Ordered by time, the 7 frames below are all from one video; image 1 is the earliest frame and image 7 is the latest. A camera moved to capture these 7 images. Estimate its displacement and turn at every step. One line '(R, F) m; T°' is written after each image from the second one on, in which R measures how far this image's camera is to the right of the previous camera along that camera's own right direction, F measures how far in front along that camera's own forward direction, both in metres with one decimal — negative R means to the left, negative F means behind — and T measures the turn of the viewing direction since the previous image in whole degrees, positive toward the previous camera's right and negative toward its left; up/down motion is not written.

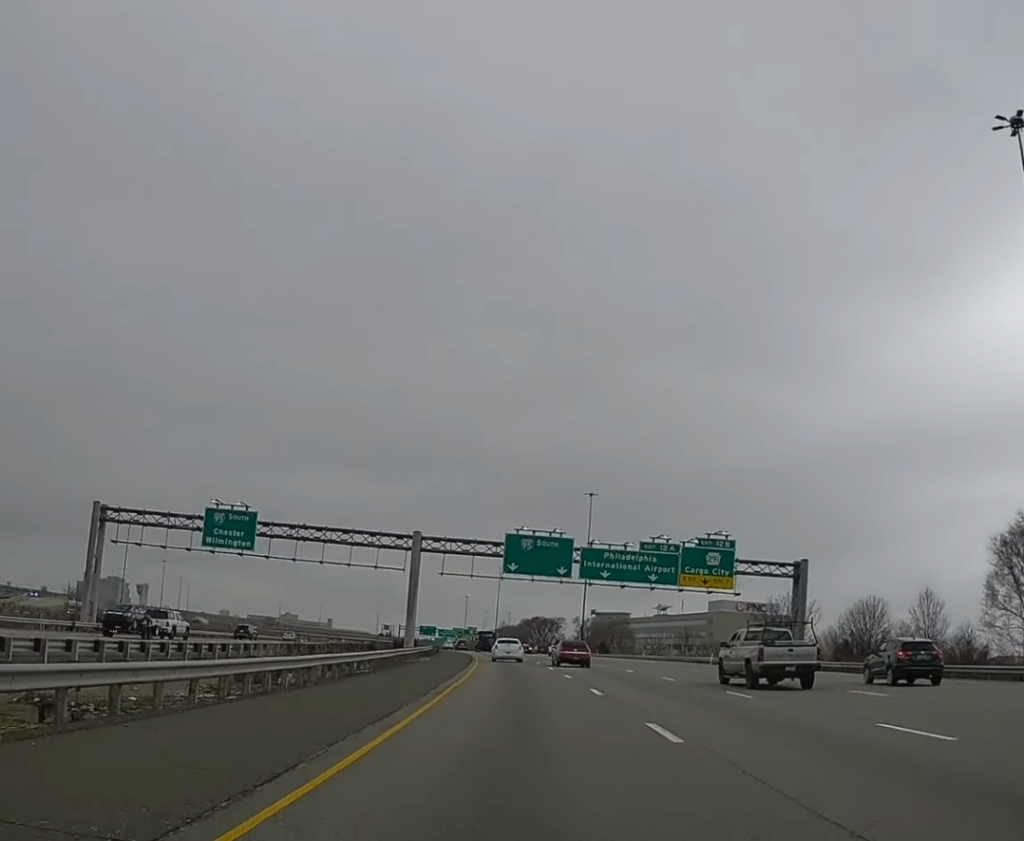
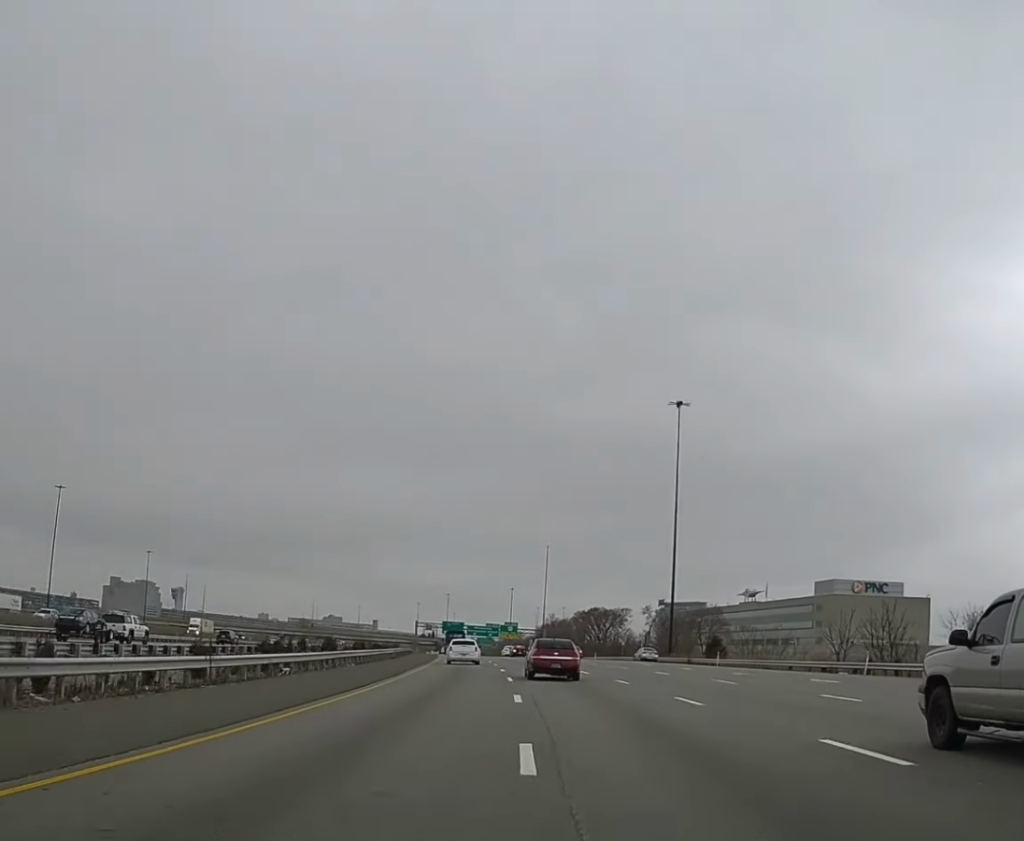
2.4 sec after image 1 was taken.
(-2.5, +76.4) m; -3°
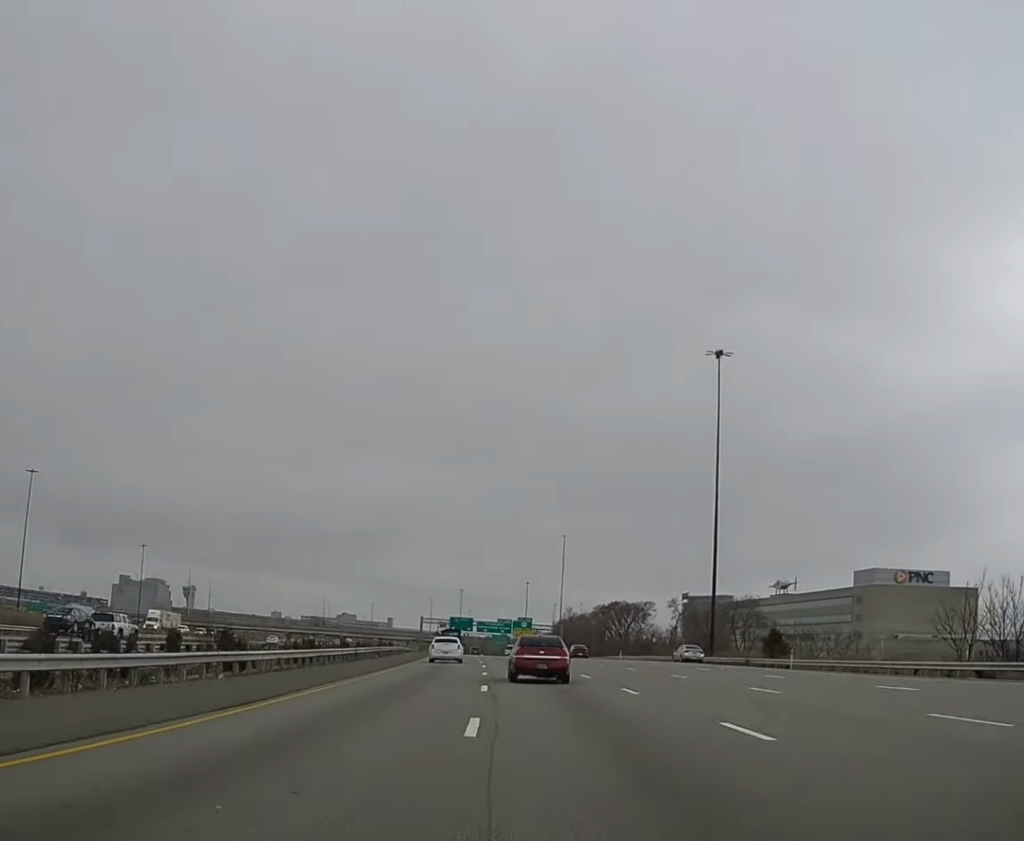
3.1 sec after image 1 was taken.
(-0.1, +20.9) m; -1°
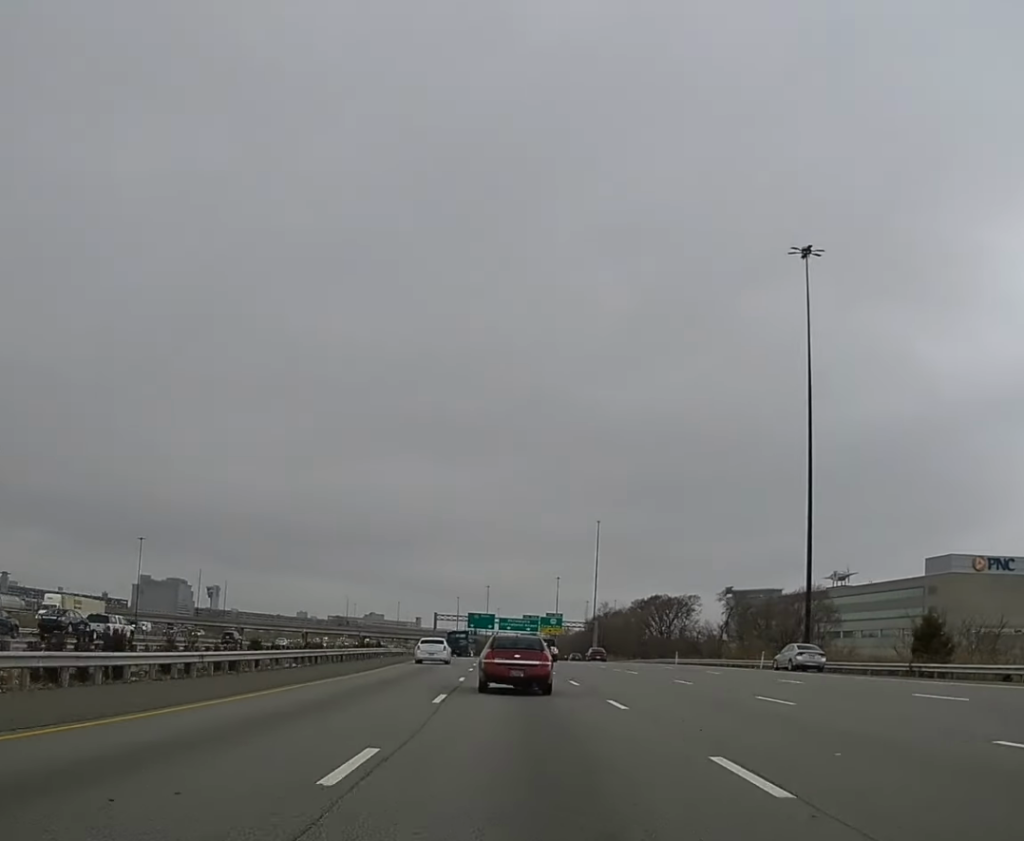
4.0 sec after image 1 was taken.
(-0.2, +29.2) m; -2°
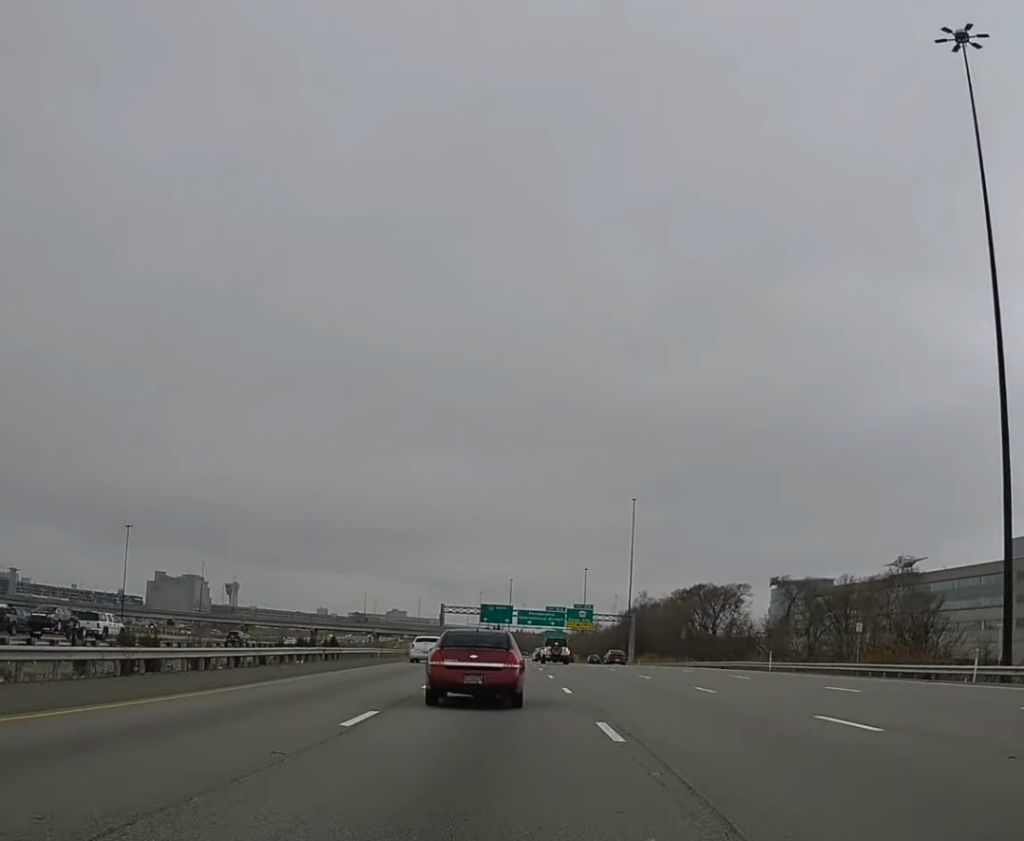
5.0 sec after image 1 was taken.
(-0.7, +31.3) m; -2°
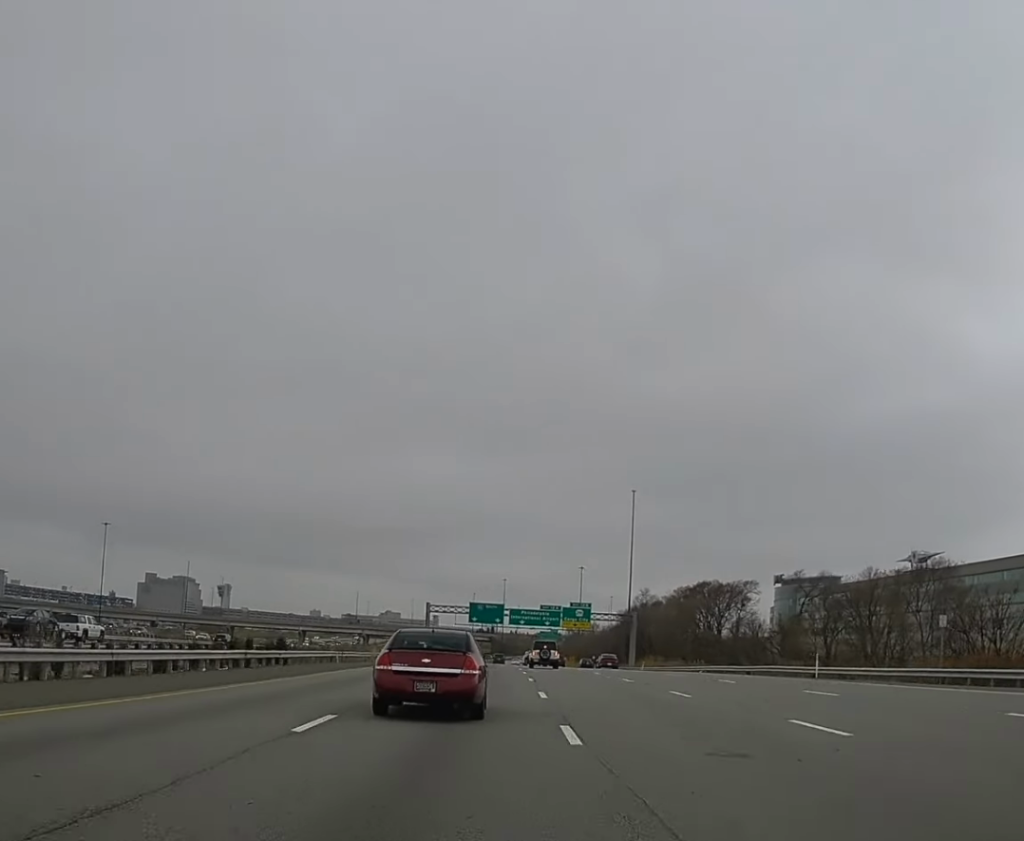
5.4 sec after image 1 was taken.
(-0.1, +12.6) m; 0°
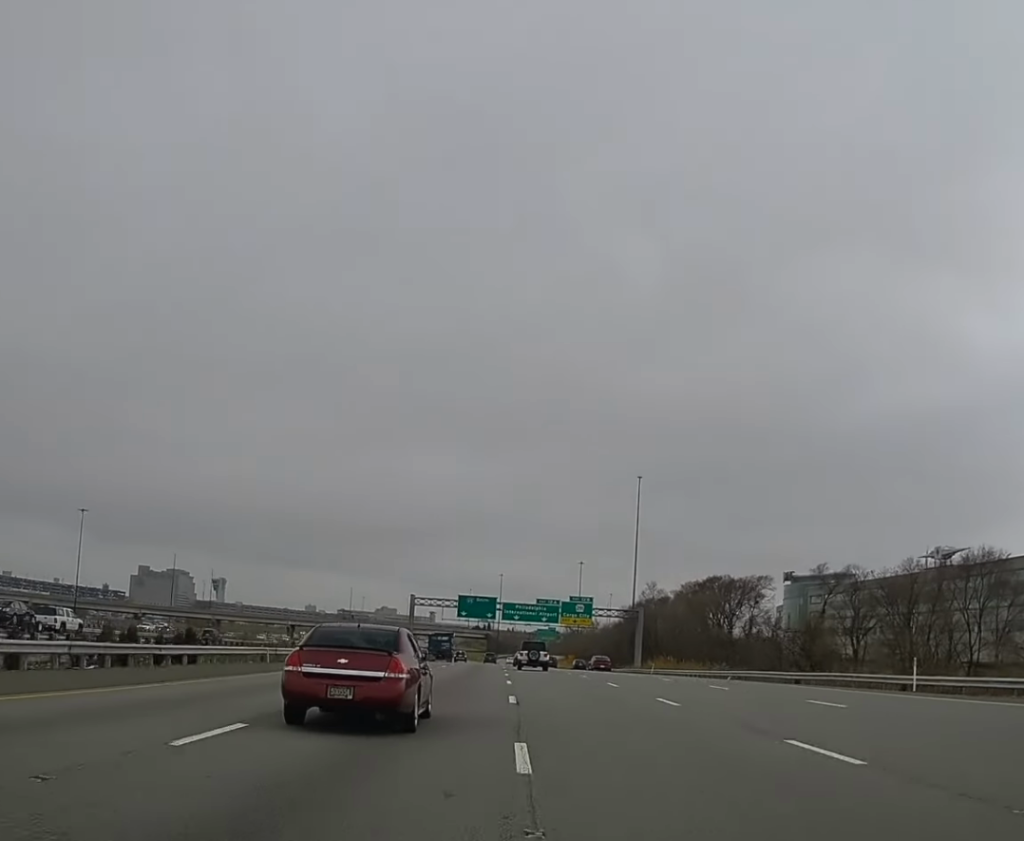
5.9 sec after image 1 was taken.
(-0.1, +14.7) m; 0°
